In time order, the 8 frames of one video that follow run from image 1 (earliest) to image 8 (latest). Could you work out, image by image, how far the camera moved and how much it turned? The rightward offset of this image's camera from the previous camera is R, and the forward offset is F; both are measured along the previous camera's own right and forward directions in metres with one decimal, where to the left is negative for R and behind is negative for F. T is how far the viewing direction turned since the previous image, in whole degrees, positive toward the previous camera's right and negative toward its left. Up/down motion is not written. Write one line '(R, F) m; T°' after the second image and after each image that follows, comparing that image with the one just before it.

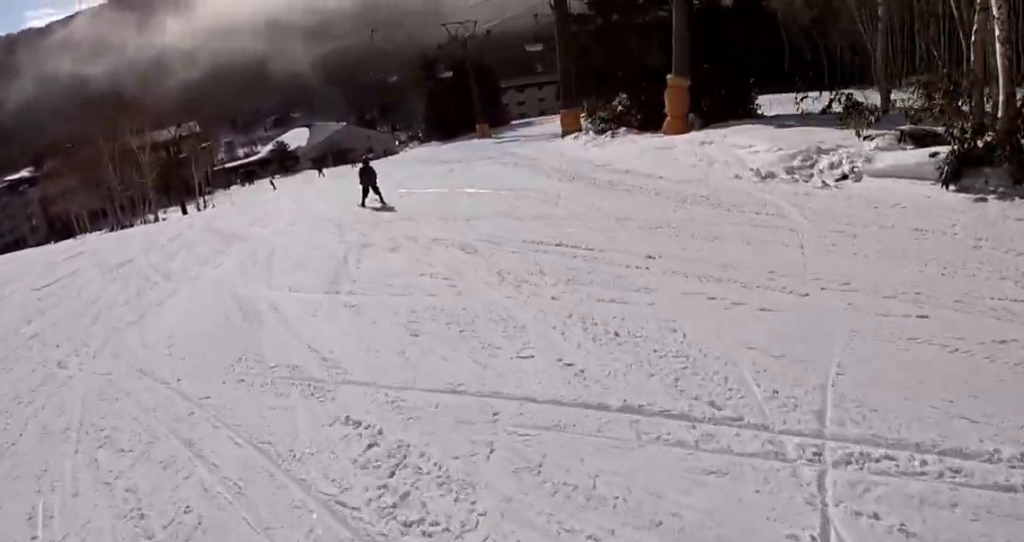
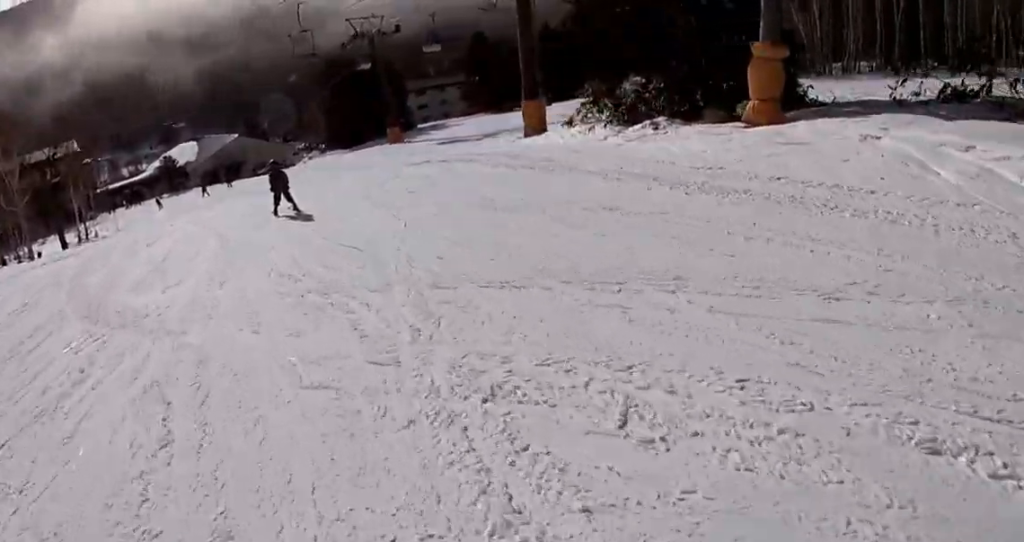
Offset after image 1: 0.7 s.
(+0.6, +6.6) m; +7°
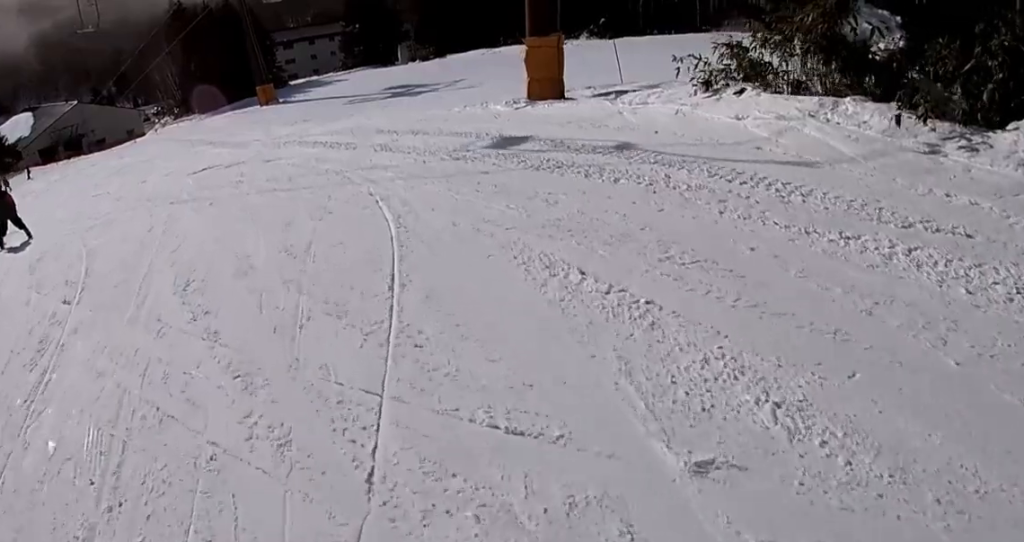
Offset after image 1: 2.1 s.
(+1.1, +12.1) m; +11°
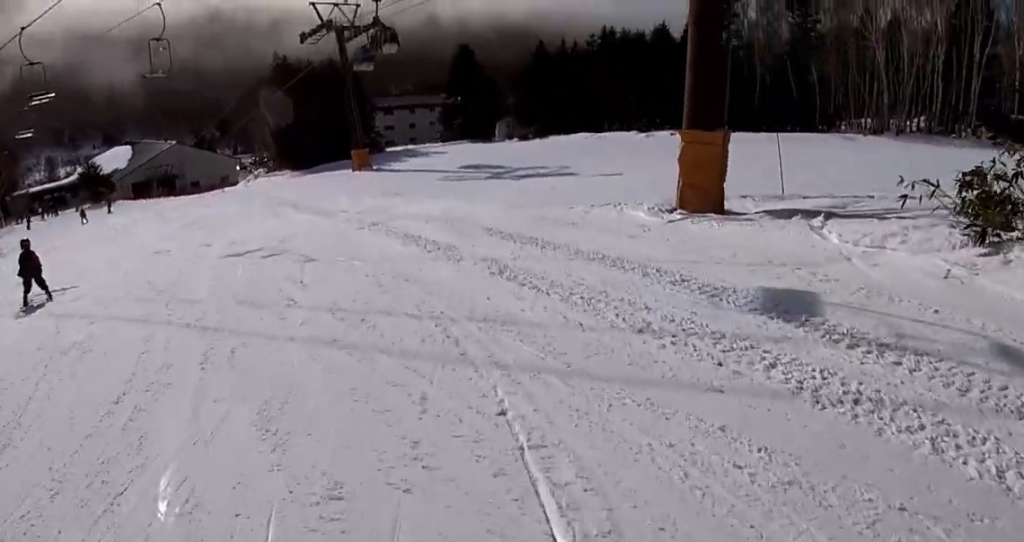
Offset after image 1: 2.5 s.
(+0.1, +4.1) m; +5°
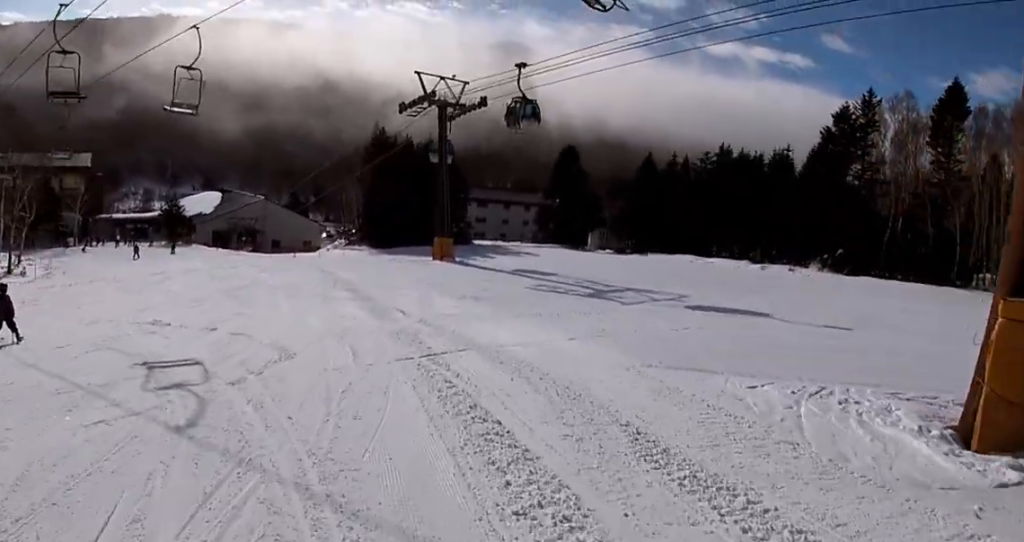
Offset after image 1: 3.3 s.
(+0.5, +6.6) m; +3°
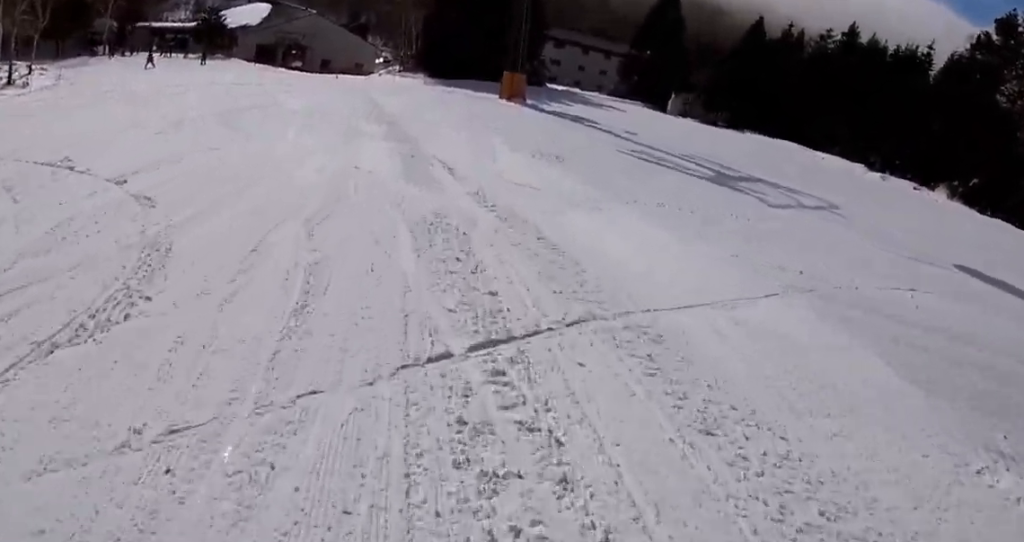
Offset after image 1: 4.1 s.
(+0.4, +7.1) m; -5°
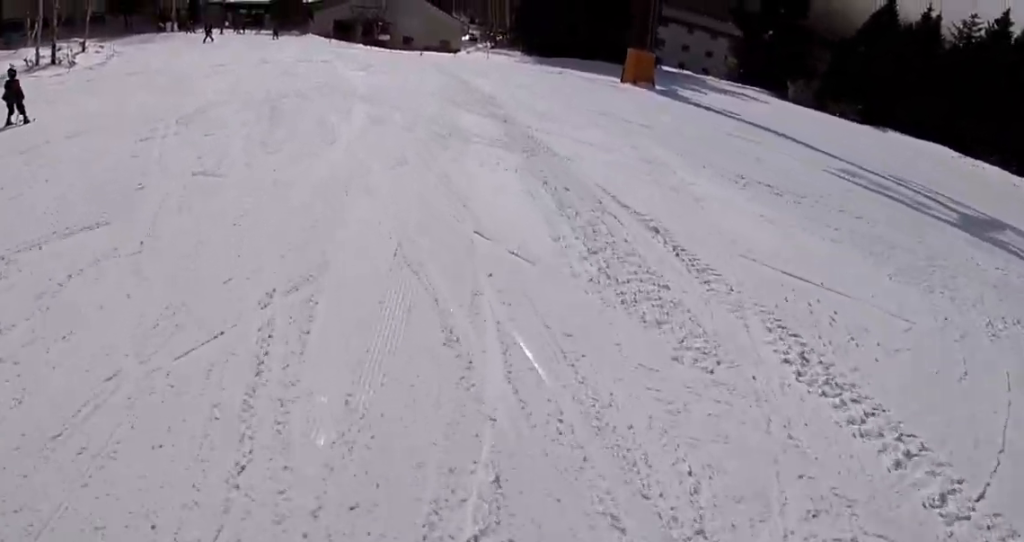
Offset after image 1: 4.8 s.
(-0.3, +6.8) m; -18°
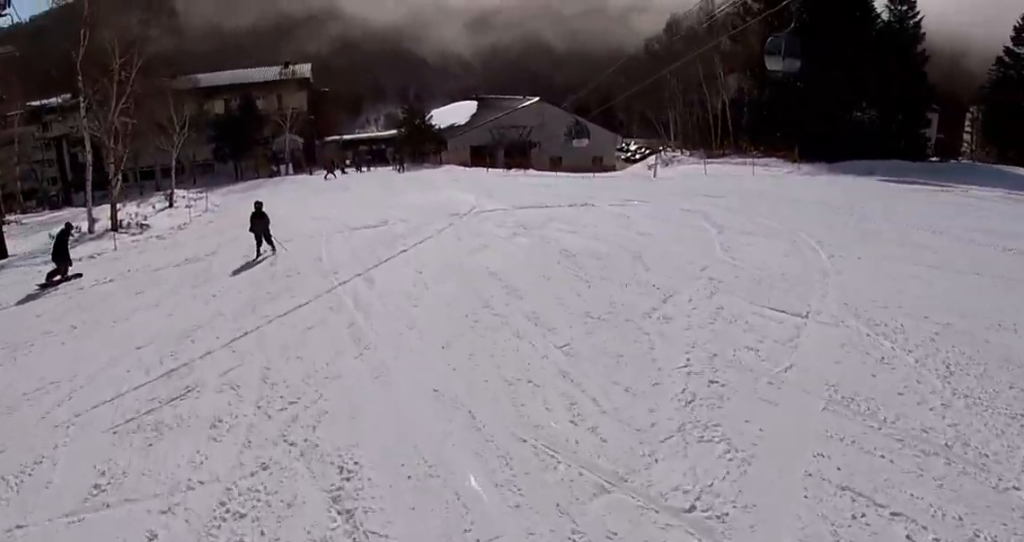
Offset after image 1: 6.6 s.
(-3.9, +16.1) m; -10°
